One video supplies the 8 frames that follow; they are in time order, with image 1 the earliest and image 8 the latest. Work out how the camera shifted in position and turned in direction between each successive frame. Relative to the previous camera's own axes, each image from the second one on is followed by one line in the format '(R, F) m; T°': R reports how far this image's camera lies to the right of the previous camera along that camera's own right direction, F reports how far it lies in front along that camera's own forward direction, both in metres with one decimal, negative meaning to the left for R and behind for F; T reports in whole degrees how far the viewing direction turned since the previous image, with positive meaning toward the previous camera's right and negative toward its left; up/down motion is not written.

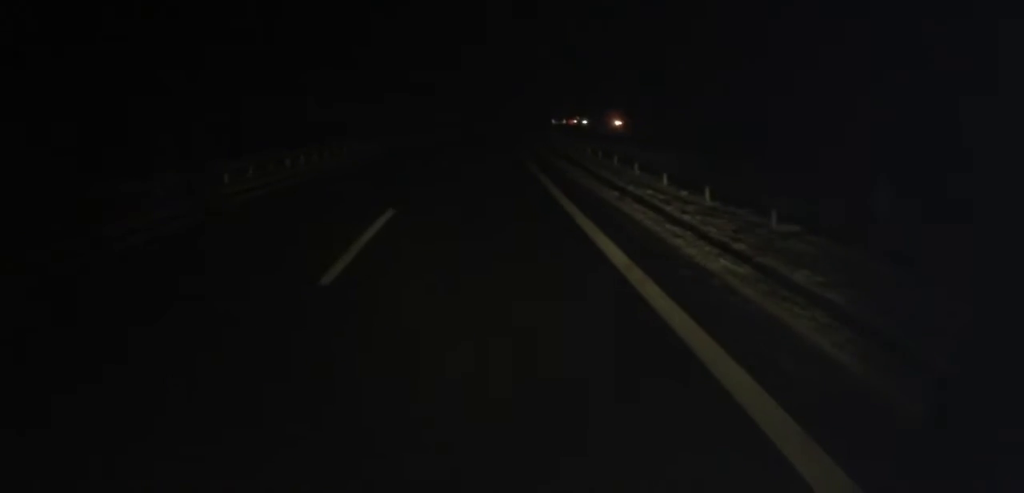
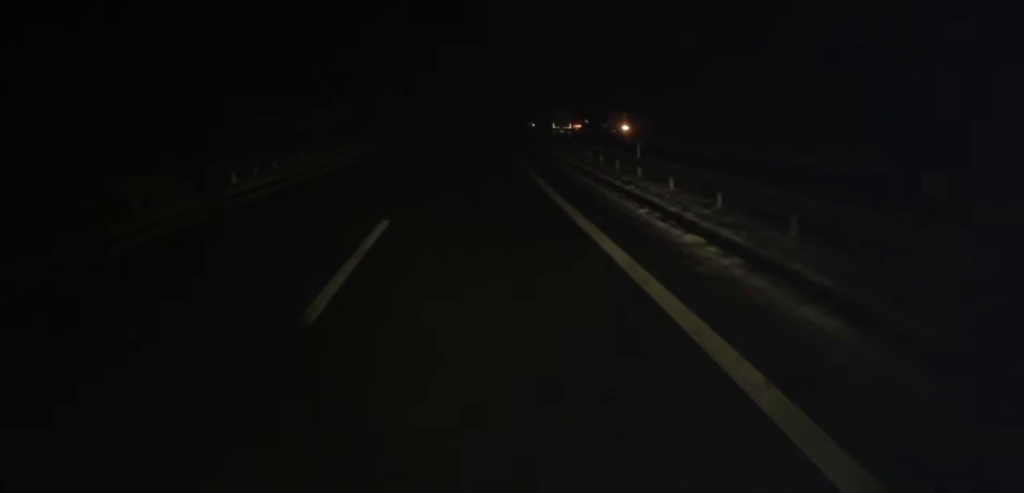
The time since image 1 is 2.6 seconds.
(+0.2, +34.9) m; +1°
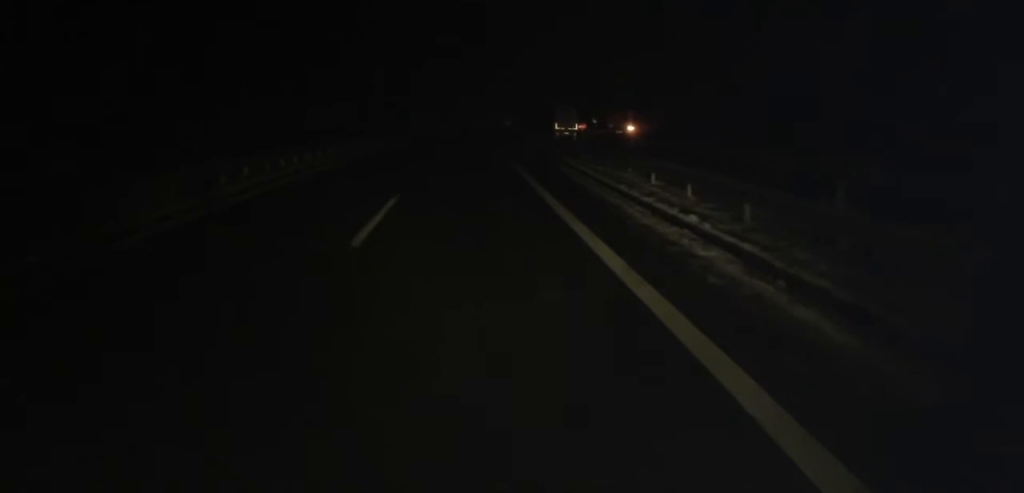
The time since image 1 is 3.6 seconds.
(+0.2, +13.7) m; +2°
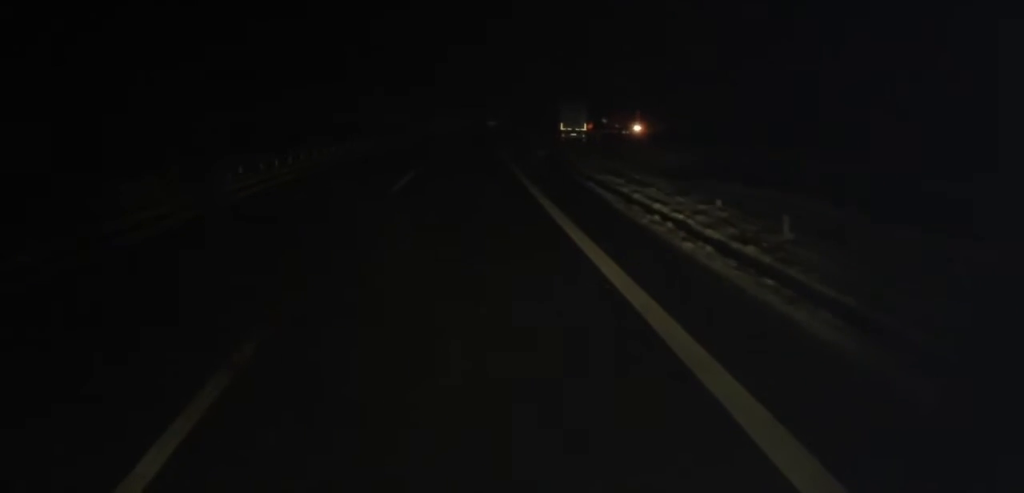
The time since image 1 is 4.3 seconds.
(+0.1, +9.7) m; +1°
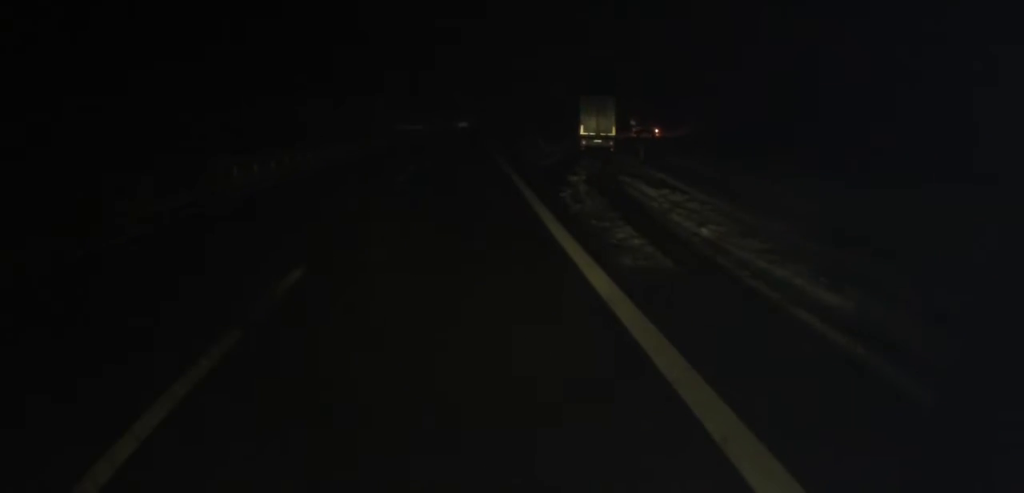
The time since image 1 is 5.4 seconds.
(+0.2, +15.4) m; +3°
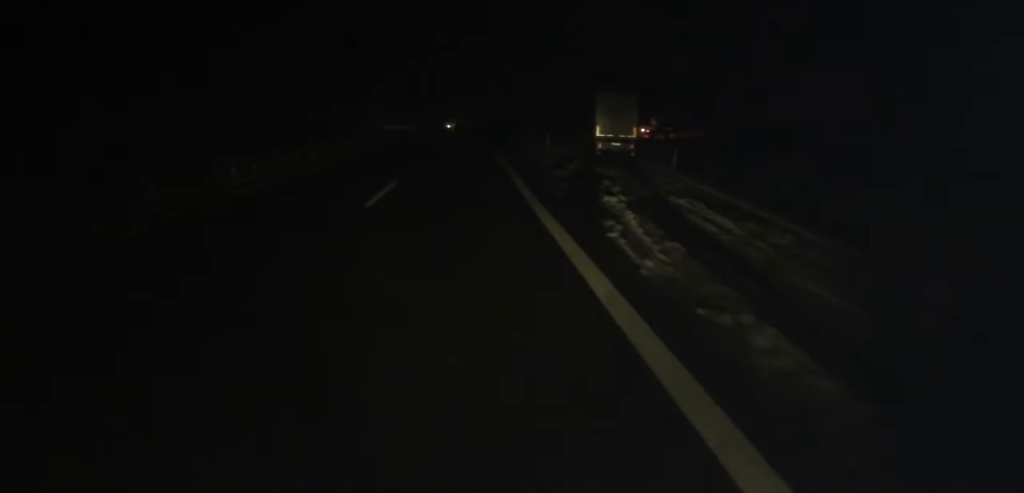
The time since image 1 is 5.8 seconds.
(+0.1, +6.1) m; 0°
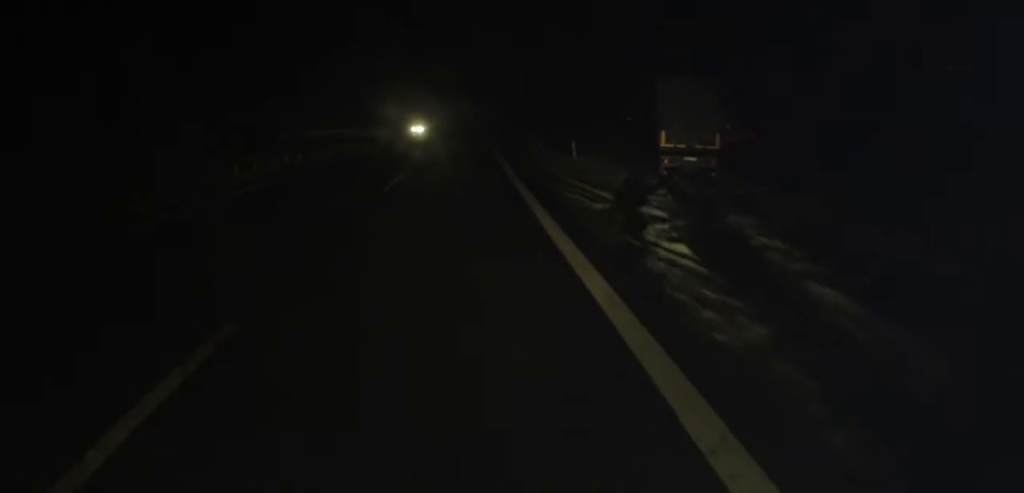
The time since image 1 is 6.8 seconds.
(+0.2, +13.6) m; +1°
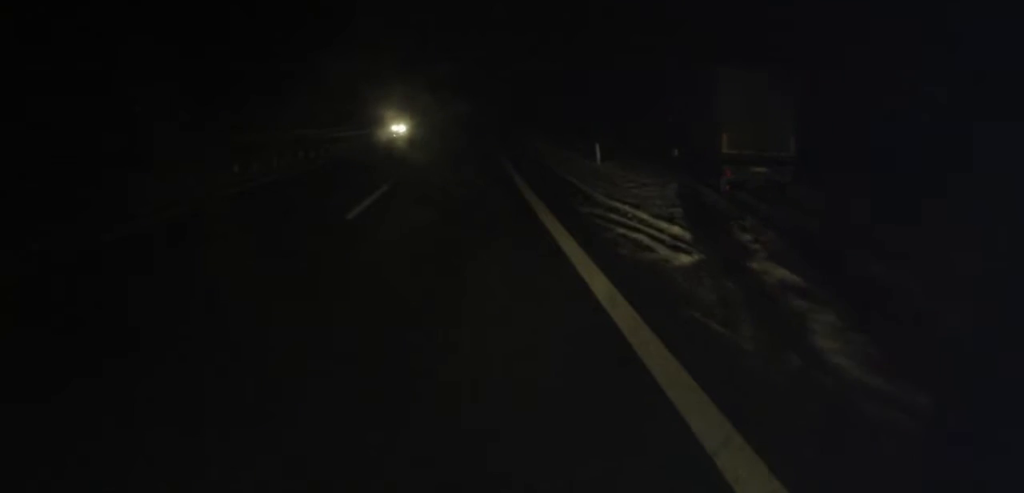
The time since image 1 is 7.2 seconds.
(-0.2, +6.1) m; +1°
